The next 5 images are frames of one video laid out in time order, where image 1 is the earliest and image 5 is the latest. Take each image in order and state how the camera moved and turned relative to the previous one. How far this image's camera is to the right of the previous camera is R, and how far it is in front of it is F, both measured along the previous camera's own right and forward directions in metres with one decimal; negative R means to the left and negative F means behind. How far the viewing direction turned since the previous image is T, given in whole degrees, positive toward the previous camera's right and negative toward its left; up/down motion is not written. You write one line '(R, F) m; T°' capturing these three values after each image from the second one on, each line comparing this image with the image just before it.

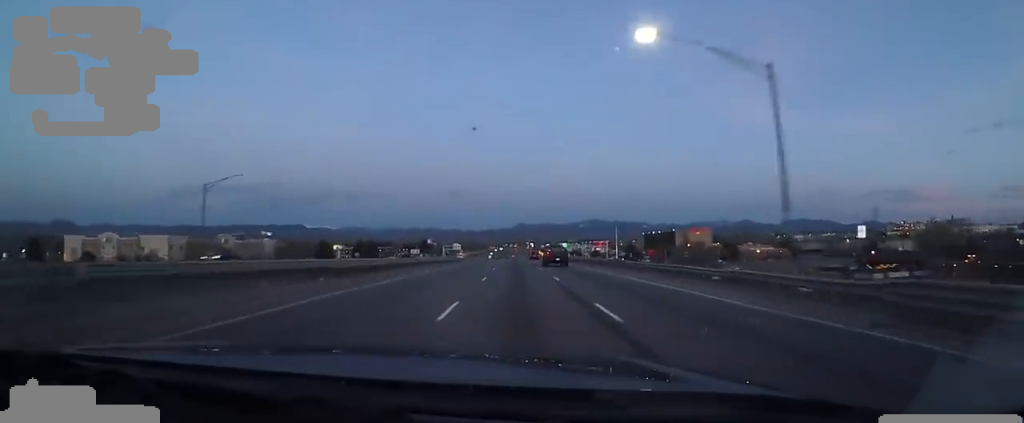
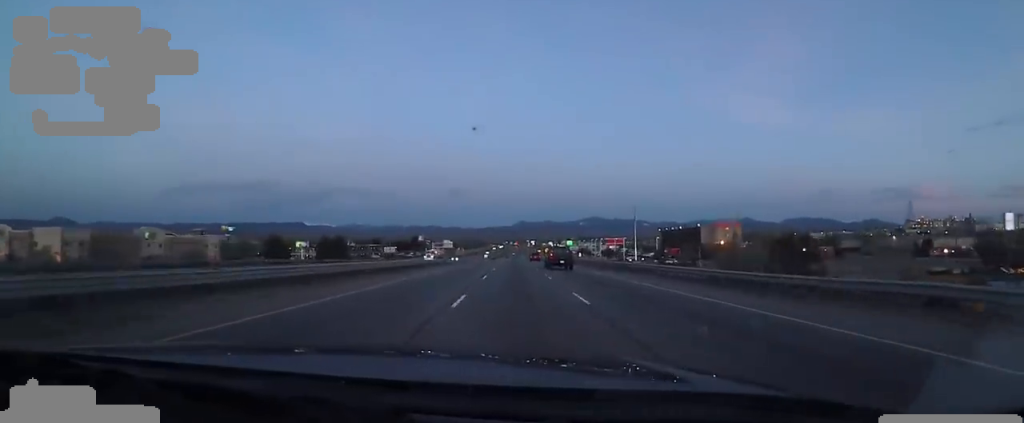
(0.0, +32.8) m; 0°
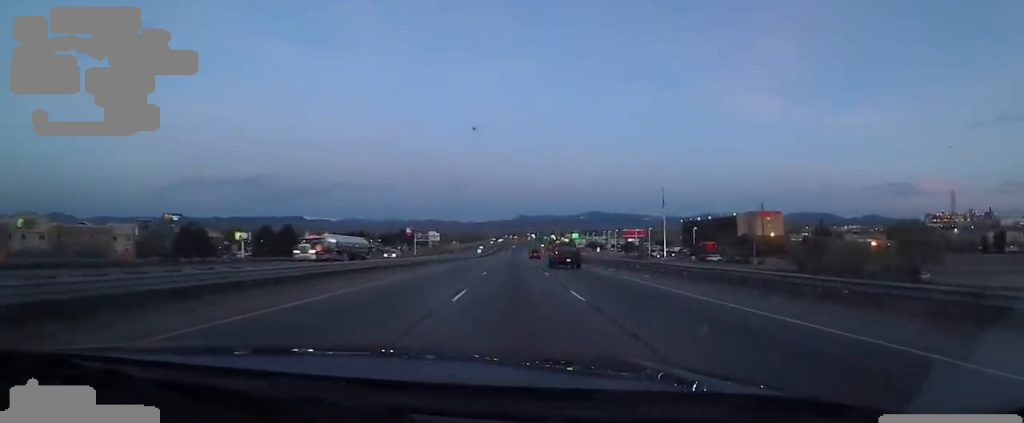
(0.0, +35.7) m; 0°
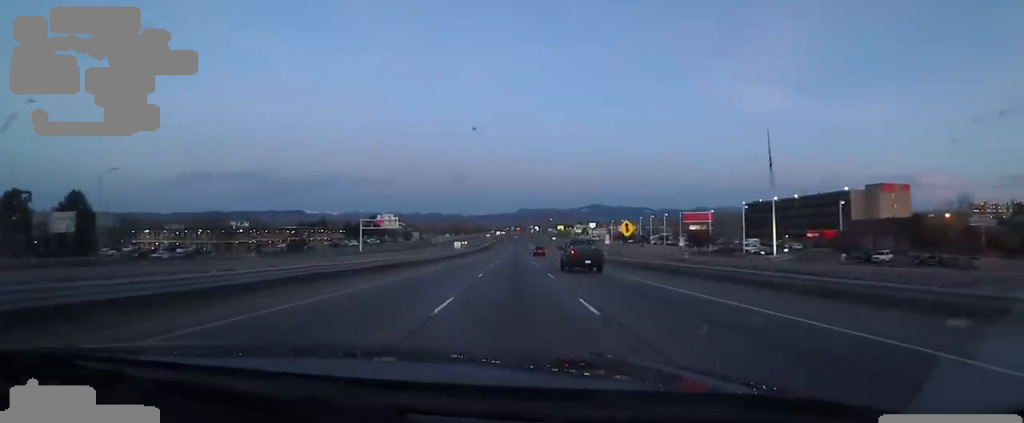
(0.0, +64.2) m; -2°
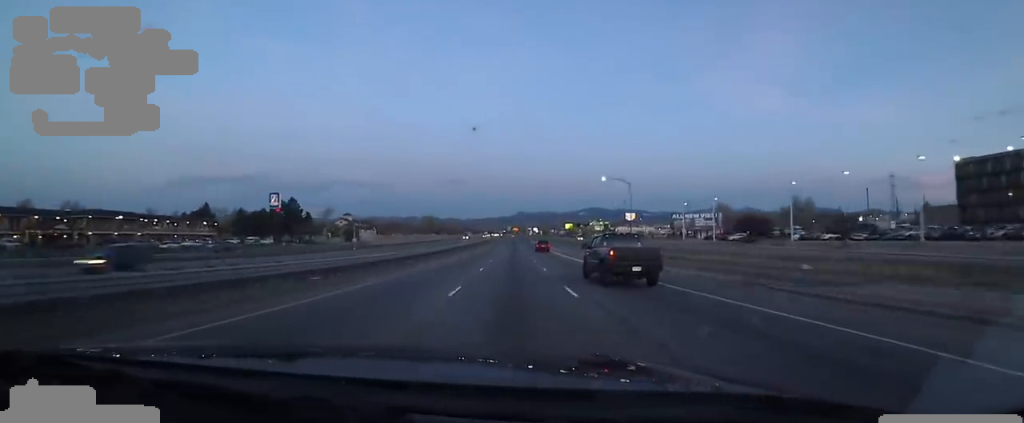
(+0.6, +94.5) m; +2°
